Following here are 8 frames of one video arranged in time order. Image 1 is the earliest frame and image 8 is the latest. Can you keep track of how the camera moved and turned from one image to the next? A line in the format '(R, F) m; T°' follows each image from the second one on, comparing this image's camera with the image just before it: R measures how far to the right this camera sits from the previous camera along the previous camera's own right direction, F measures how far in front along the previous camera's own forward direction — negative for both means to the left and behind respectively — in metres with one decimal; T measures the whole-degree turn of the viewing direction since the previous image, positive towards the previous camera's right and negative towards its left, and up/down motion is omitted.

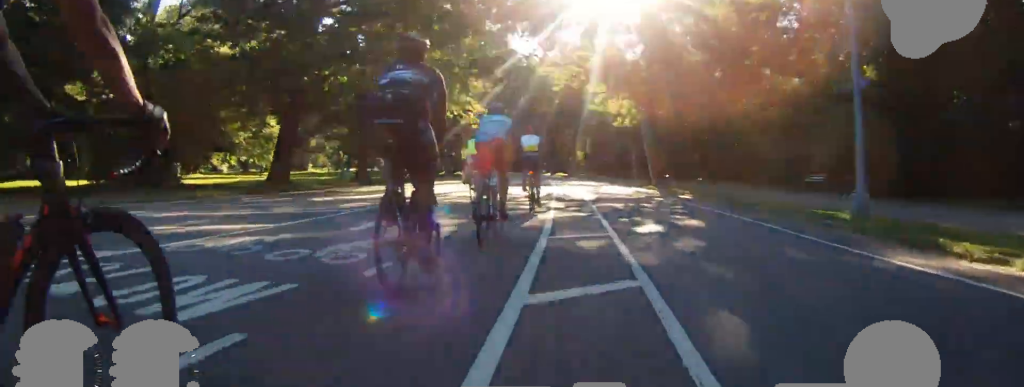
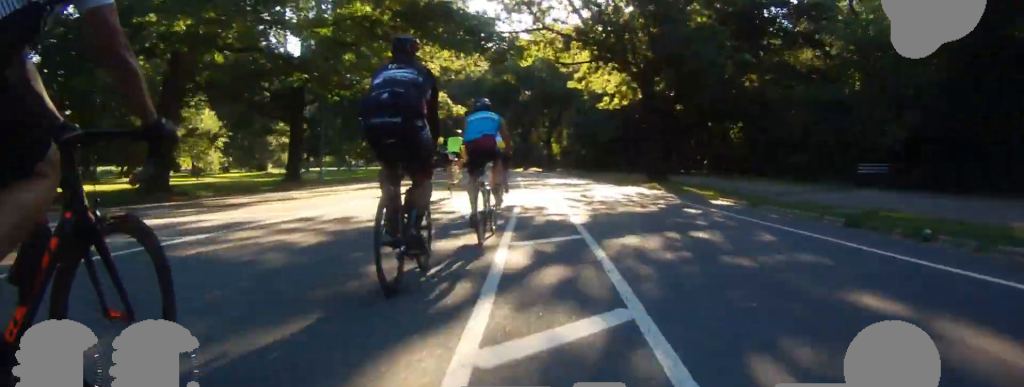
(-0.5, +8.4) m; -3°
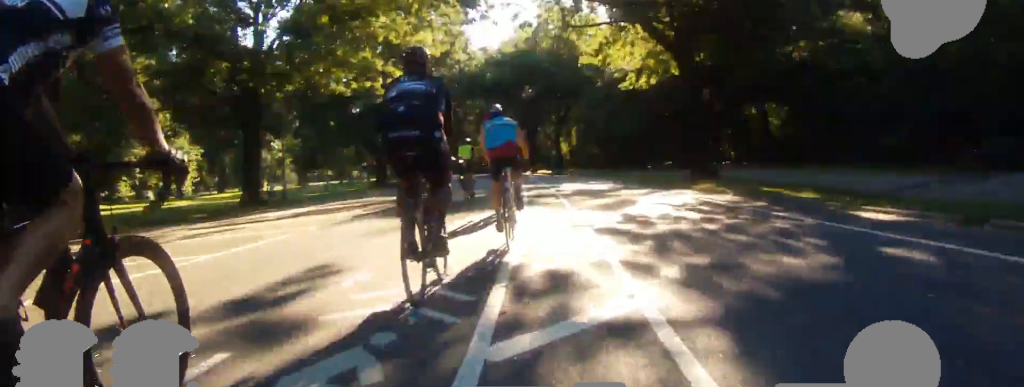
(+0.1, +7.5) m; +1°
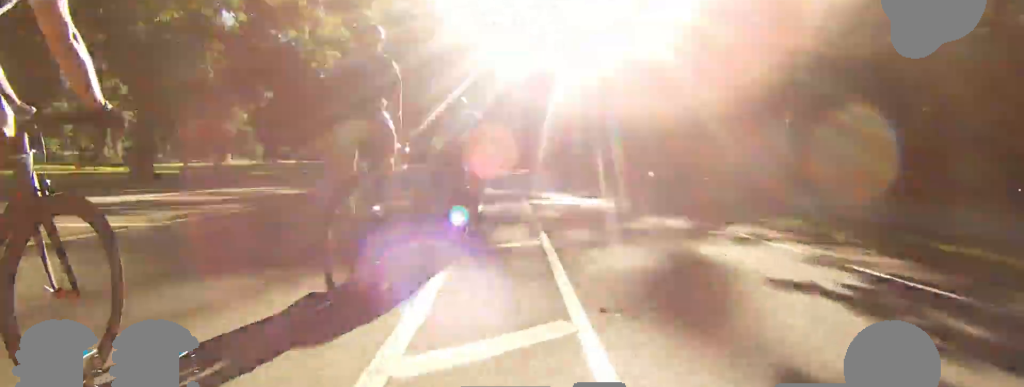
(0.0, +8.1) m; +1°
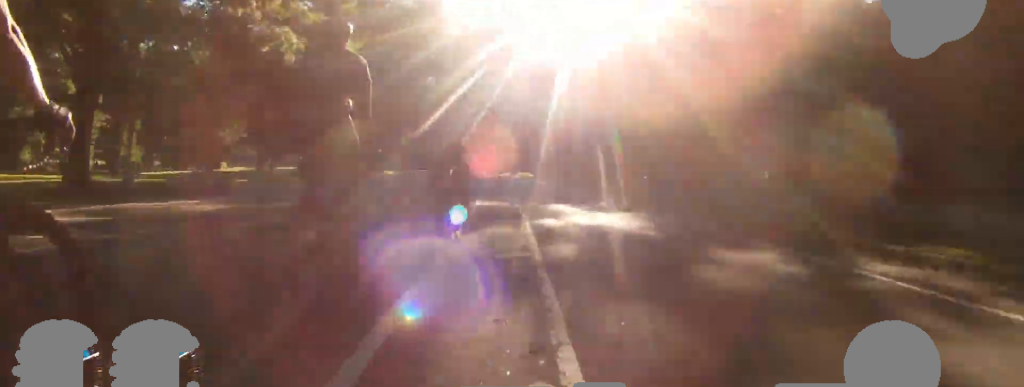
(+0.1, +4.6) m; 0°
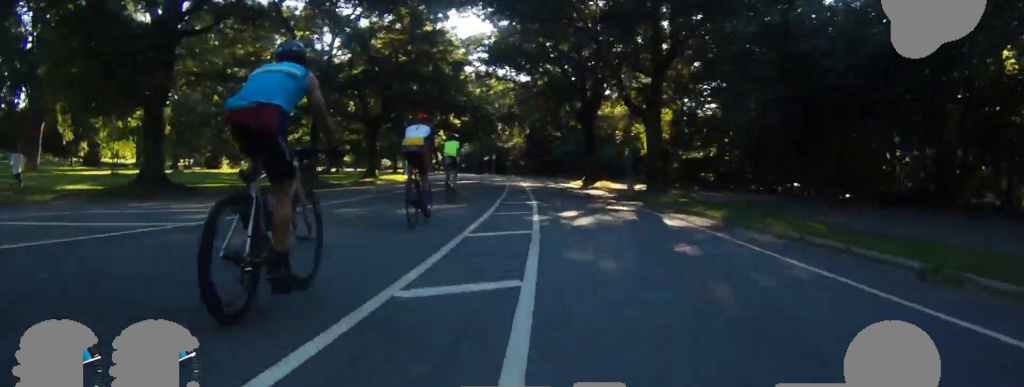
(-0.9, +26.5) m; -4°
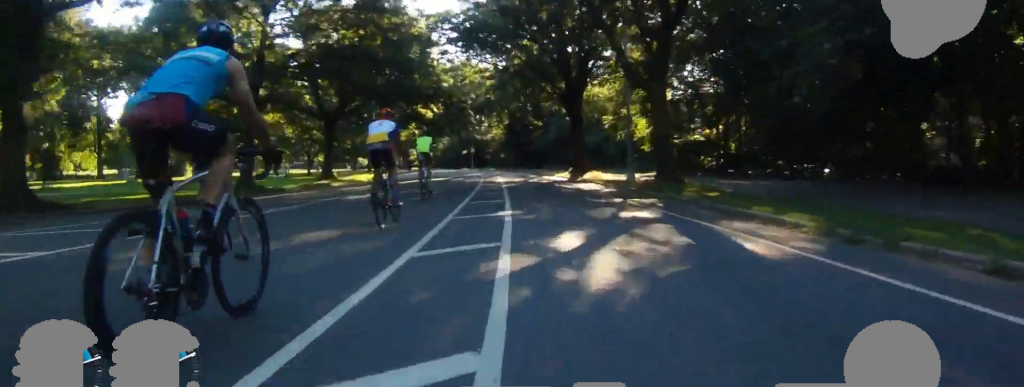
(0.0, +5.6) m; 0°
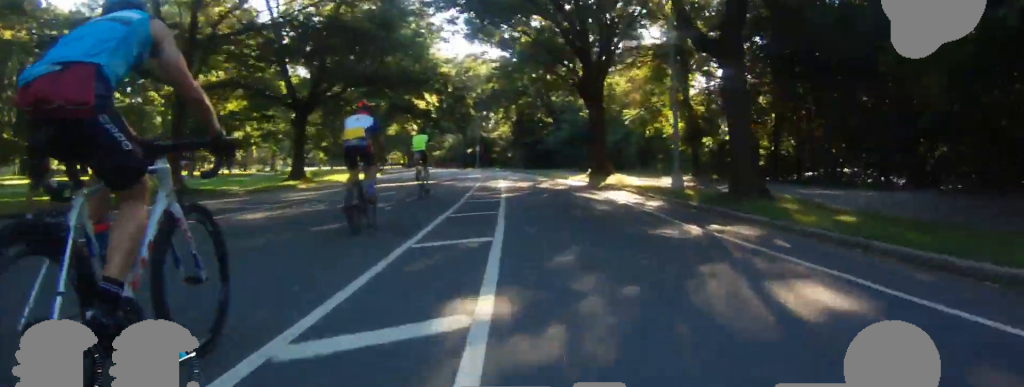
(0.0, +6.7) m; 0°
